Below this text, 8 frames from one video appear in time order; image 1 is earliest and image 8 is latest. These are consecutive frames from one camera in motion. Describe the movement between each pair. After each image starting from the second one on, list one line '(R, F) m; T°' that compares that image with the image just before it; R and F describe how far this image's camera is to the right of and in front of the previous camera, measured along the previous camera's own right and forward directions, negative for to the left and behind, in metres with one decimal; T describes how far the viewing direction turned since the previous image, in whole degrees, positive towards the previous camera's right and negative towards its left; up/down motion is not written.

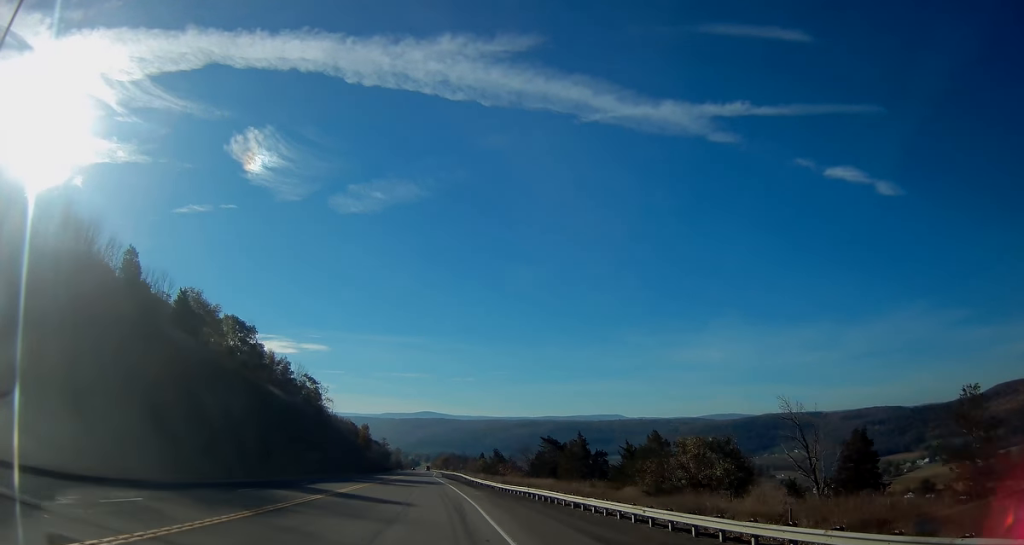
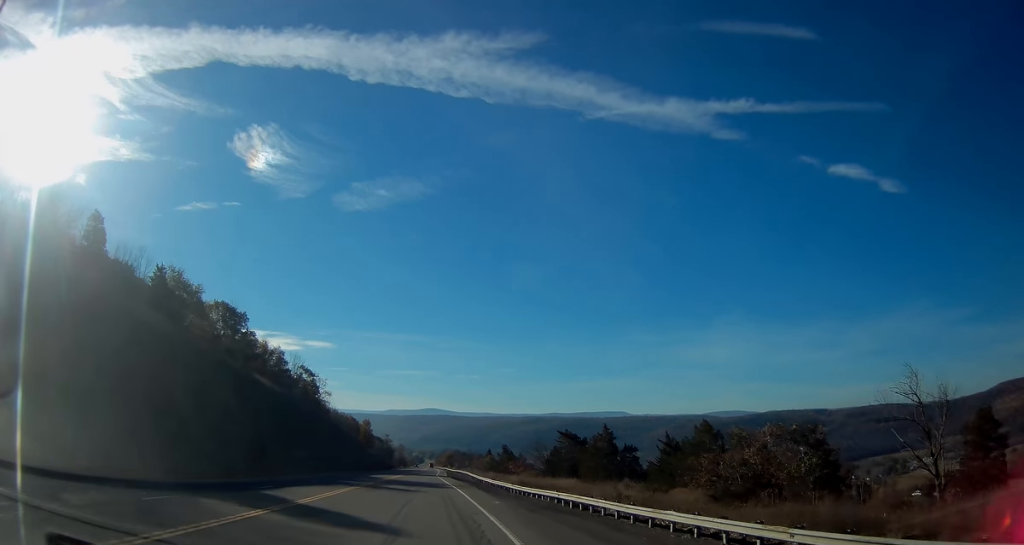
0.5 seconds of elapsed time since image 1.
(0.0, +9.9) m; 0°
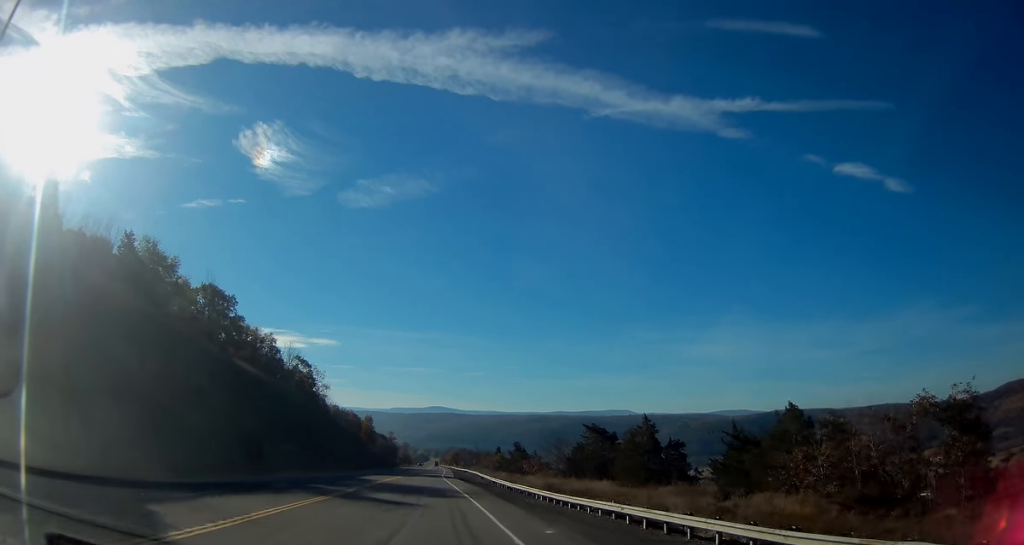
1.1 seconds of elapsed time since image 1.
(+0.1, +11.3) m; -1°
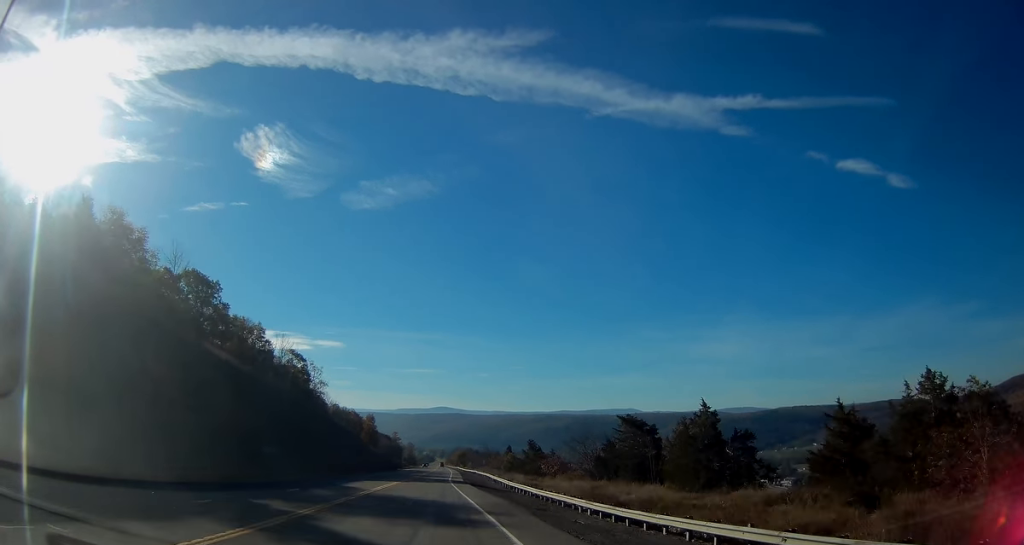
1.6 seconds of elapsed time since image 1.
(-0.2, +11.6) m; -1°
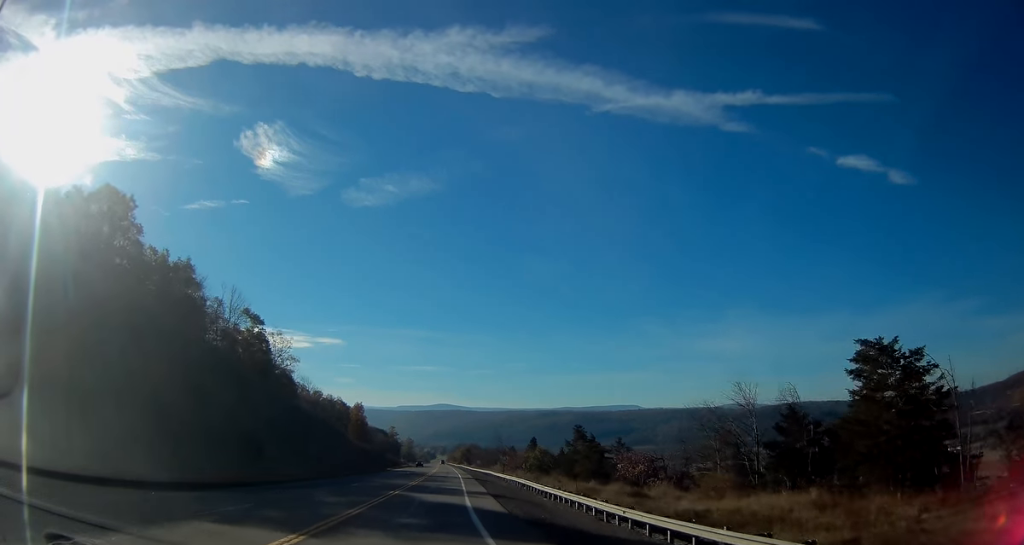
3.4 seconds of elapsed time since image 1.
(-0.2, +35.7) m; 0°
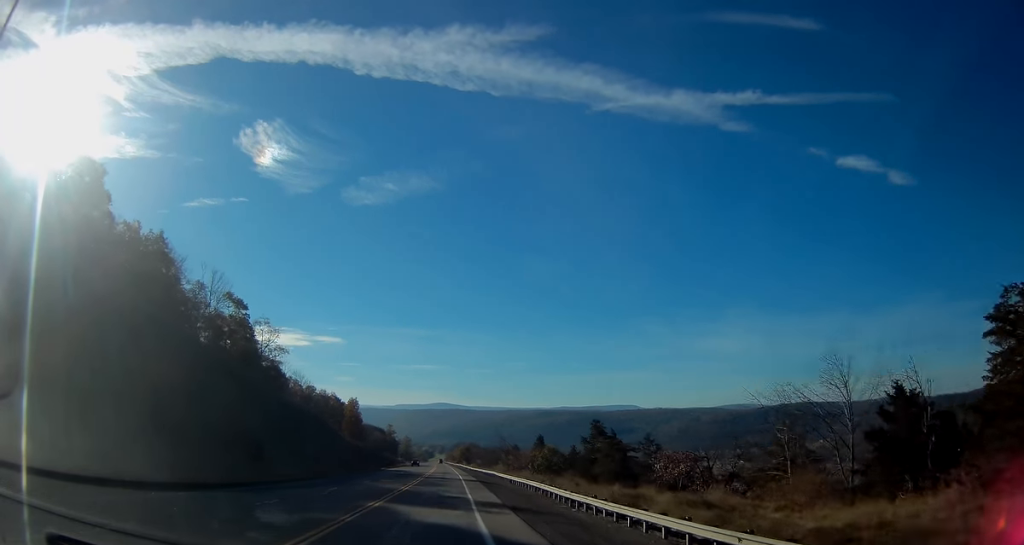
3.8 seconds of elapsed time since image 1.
(0.0, +9.0) m; 0°
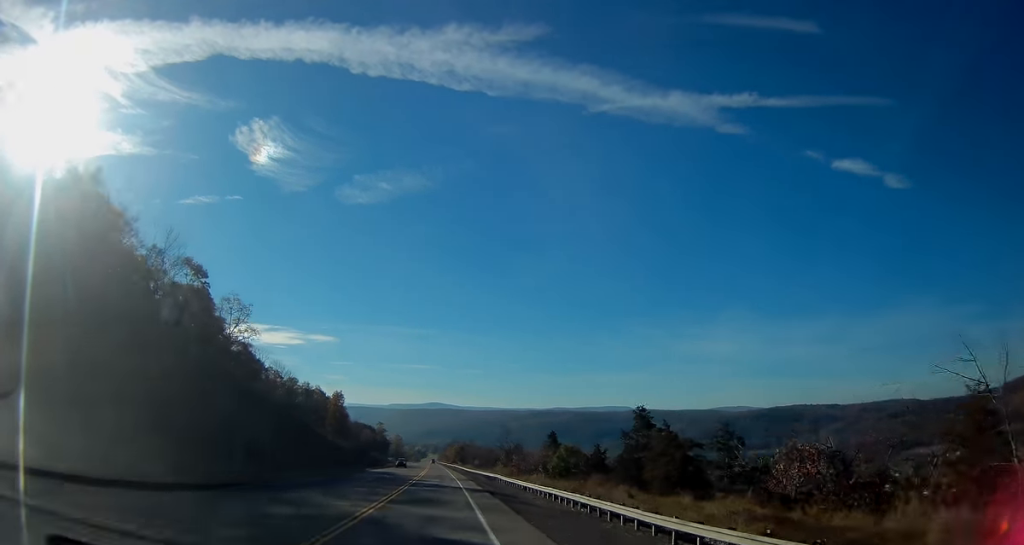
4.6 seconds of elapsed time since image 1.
(0.0, +16.2) m; 0°
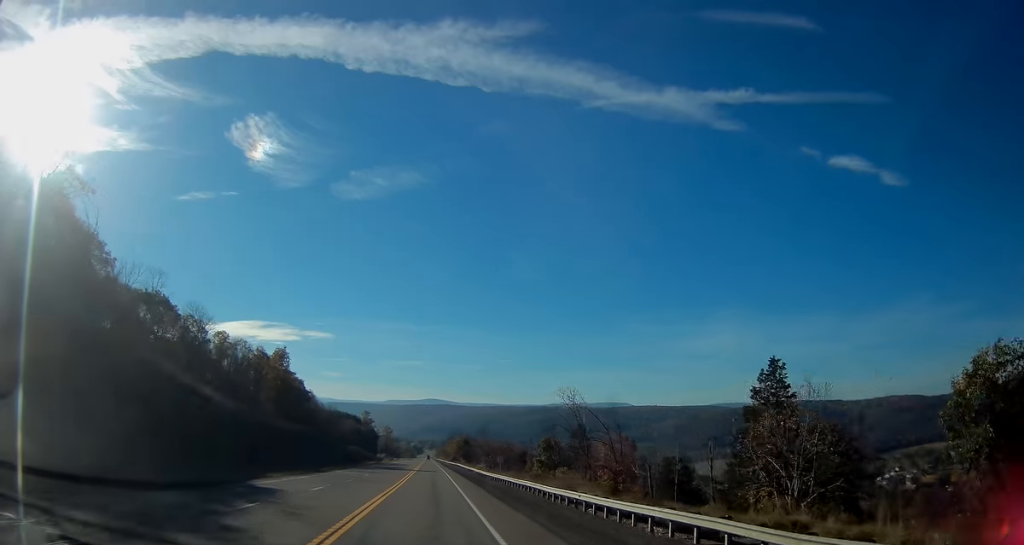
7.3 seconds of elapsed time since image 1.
(+0.1, +58.3) m; +1°
